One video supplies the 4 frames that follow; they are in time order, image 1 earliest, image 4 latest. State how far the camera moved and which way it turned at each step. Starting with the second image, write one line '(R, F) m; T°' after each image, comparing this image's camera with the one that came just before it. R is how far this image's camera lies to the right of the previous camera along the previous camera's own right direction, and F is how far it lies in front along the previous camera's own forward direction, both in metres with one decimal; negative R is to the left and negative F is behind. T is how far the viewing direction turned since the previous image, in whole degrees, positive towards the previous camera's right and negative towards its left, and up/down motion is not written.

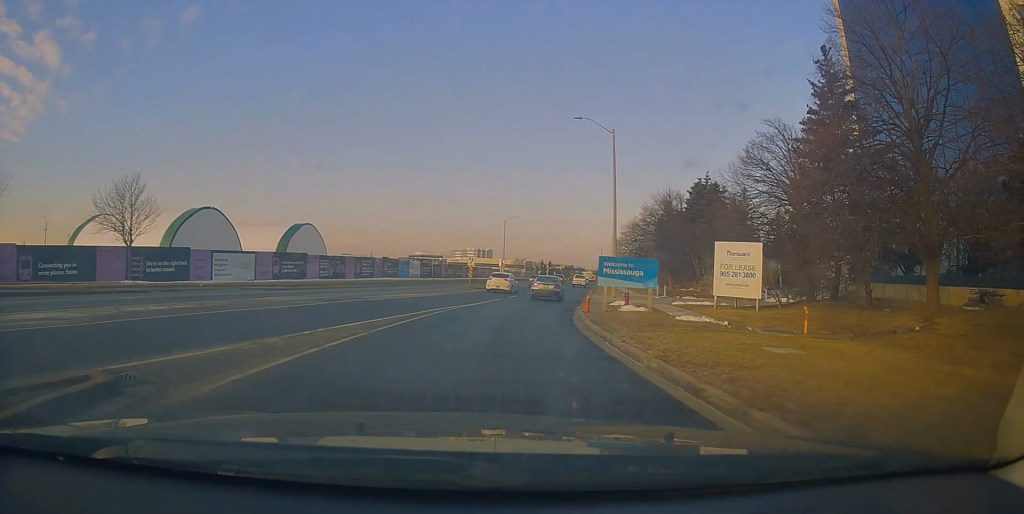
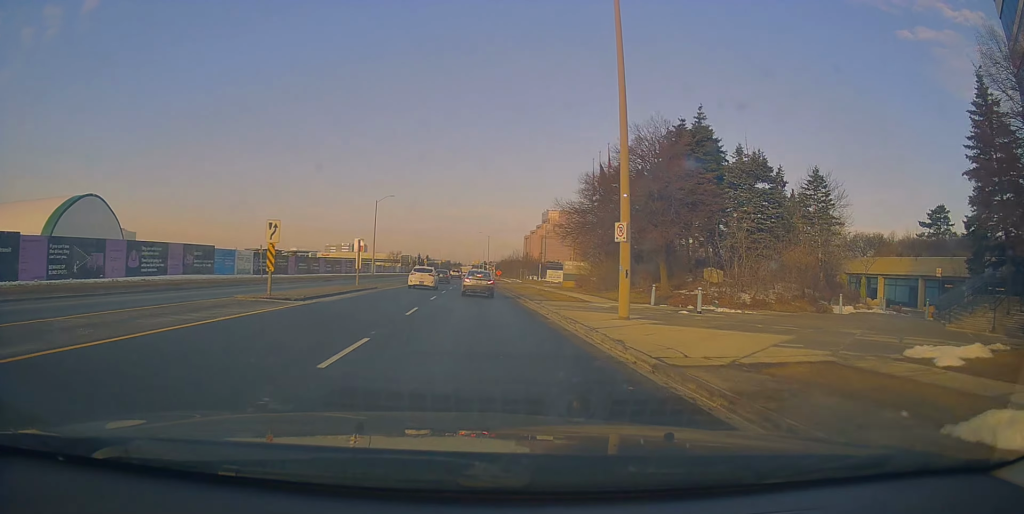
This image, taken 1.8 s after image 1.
(+3.4, +27.0) m; +11°
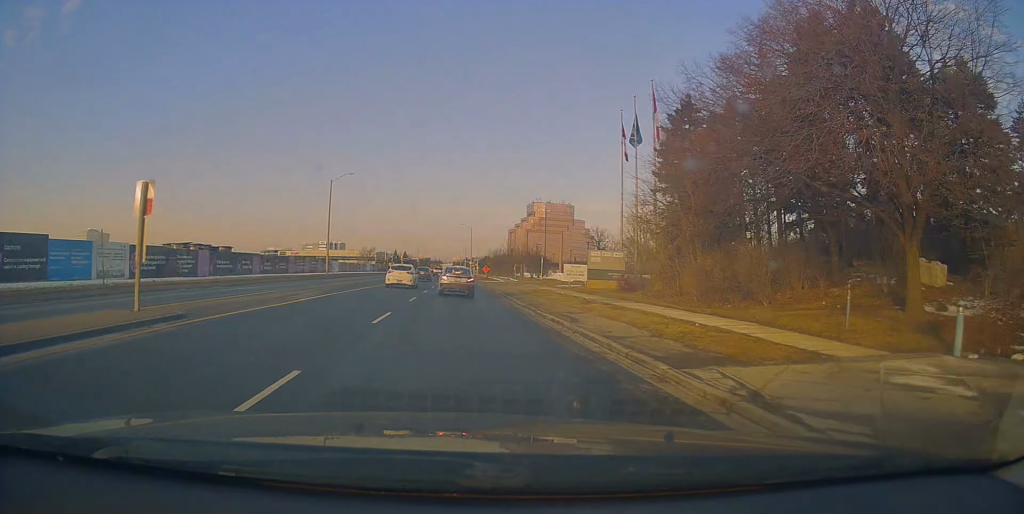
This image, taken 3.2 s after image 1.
(+0.4, +21.5) m; +4°
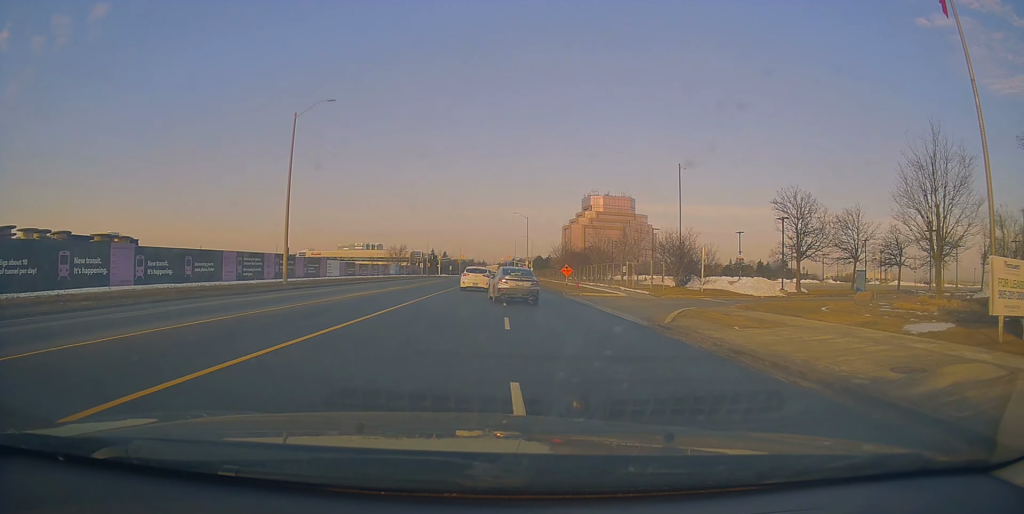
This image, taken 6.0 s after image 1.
(+0.3, +36.4) m; 0°
